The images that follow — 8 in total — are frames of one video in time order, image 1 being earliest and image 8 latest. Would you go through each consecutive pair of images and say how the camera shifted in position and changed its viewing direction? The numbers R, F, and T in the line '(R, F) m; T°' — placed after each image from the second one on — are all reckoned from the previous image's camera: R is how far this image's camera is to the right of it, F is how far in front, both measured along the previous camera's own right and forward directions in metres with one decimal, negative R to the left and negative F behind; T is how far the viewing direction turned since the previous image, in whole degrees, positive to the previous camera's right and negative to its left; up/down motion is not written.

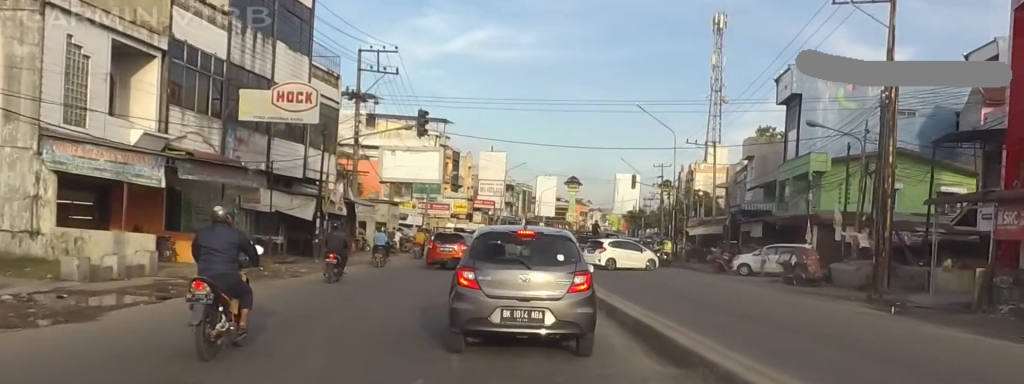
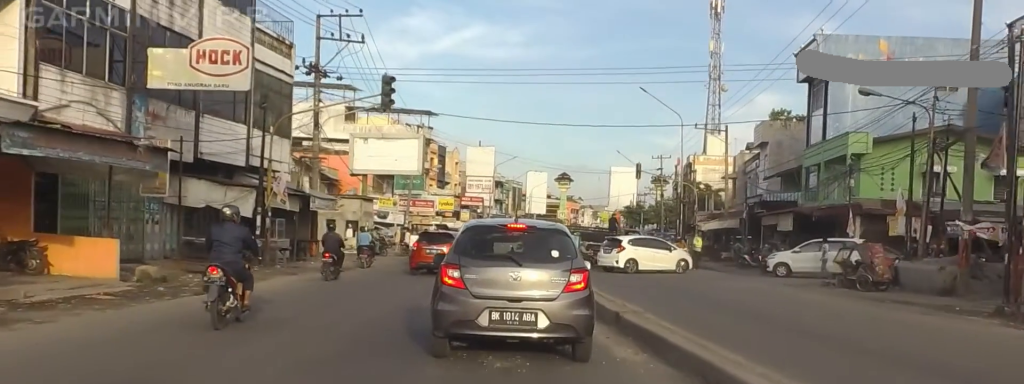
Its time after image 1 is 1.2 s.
(+0.2, +7.5) m; +2°
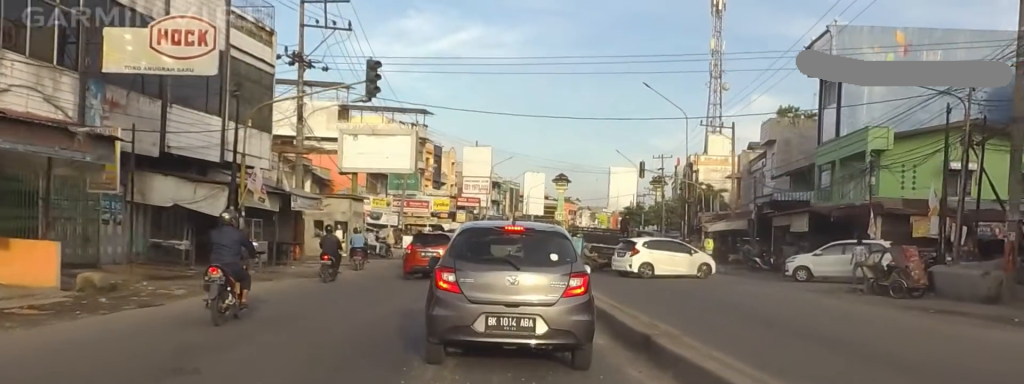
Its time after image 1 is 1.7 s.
(0.0, +2.8) m; 0°
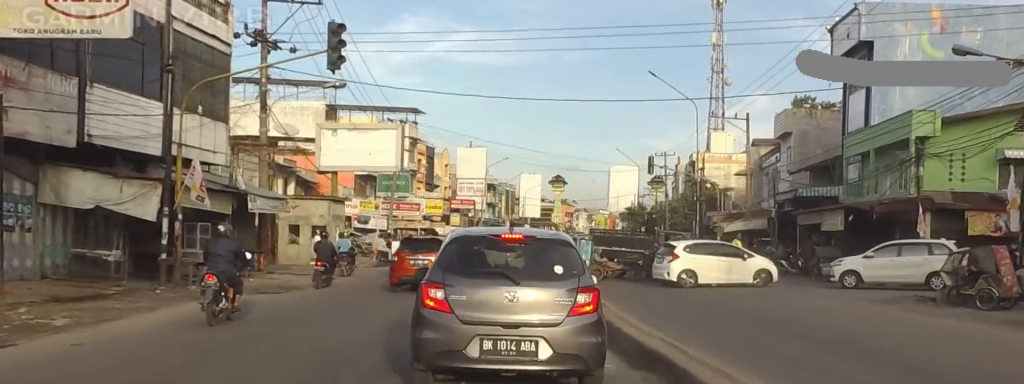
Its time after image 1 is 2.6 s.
(0.0, +5.0) m; 0°
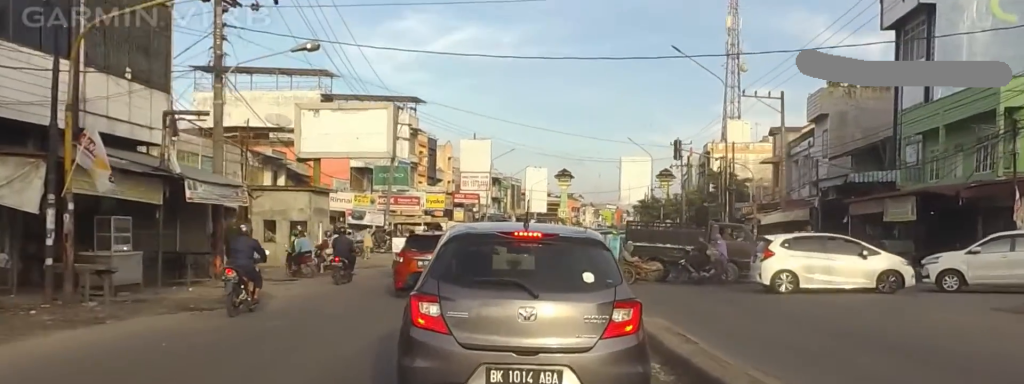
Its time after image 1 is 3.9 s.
(0.0, +6.6) m; 0°
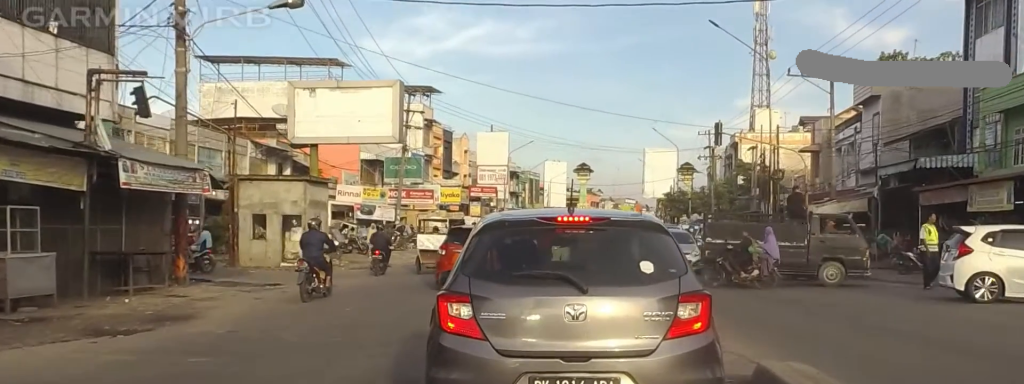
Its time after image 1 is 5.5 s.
(0.0, +7.3) m; 0°
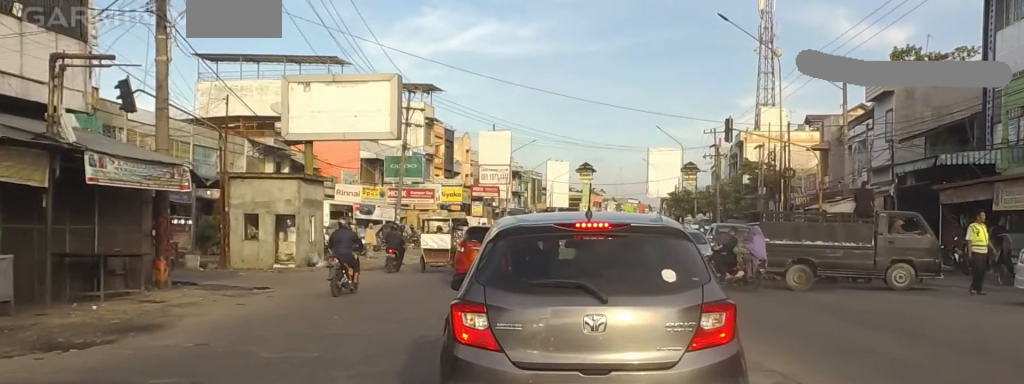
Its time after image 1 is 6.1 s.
(0.0, +2.5) m; 0°
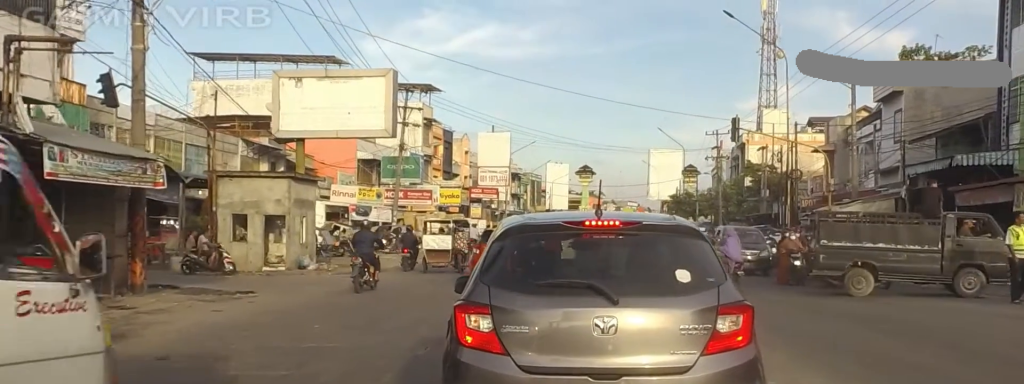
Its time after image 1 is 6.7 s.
(0.0, +2.1) m; 0°
